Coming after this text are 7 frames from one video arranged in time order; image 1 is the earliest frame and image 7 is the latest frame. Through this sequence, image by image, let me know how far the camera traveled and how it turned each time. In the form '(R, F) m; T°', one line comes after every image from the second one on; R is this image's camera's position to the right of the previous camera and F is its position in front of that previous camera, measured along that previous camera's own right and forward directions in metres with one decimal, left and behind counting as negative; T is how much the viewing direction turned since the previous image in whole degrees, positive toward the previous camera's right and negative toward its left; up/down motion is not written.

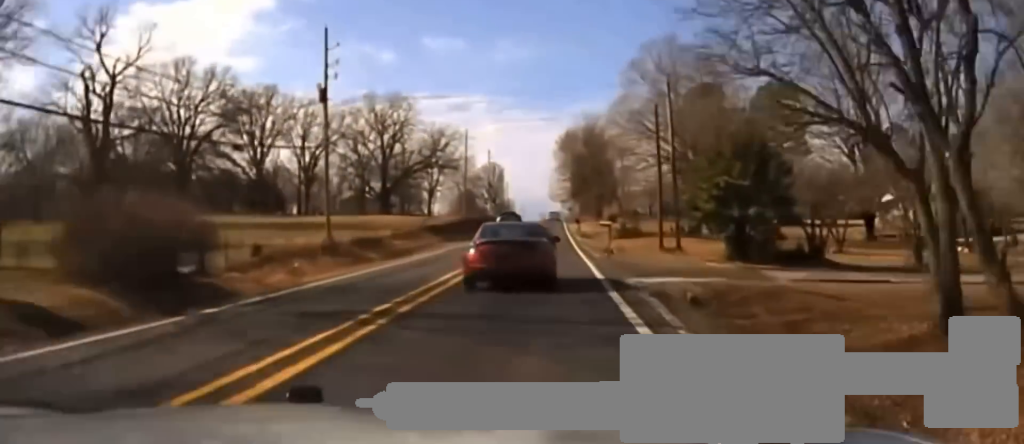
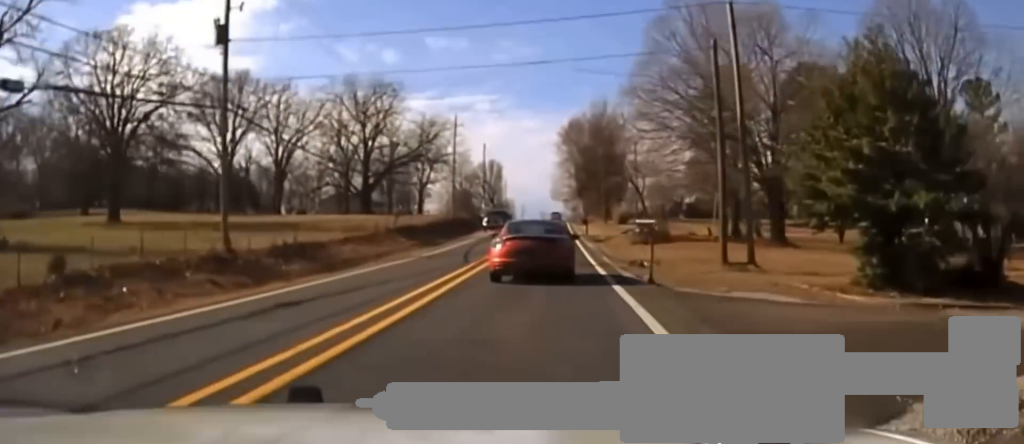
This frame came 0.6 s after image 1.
(-0.1, +12.8) m; -1°
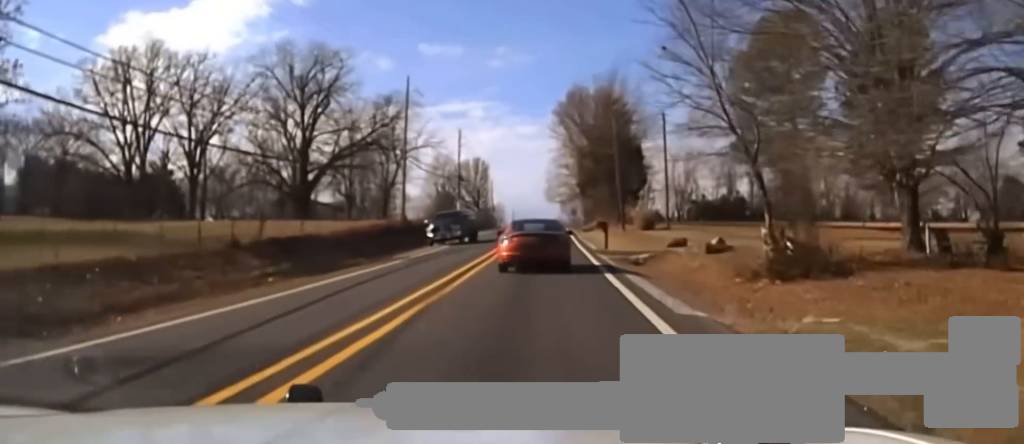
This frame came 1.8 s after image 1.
(-0.3, +23.0) m; -2°
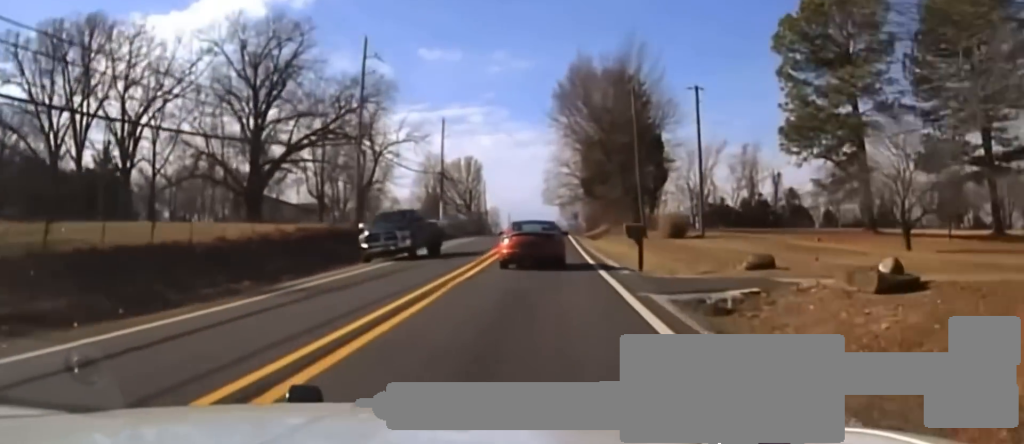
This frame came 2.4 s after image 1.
(-0.4, +11.0) m; 0°
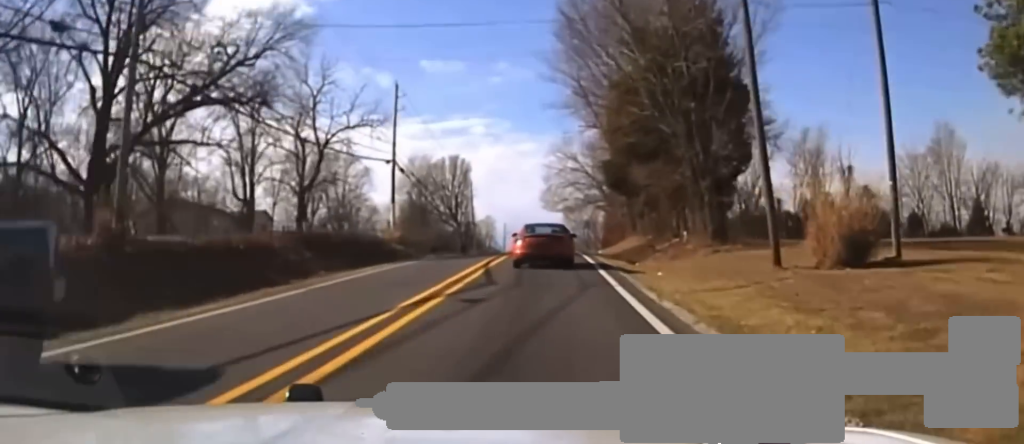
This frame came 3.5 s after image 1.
(+0.5, +21.5) m; +2°
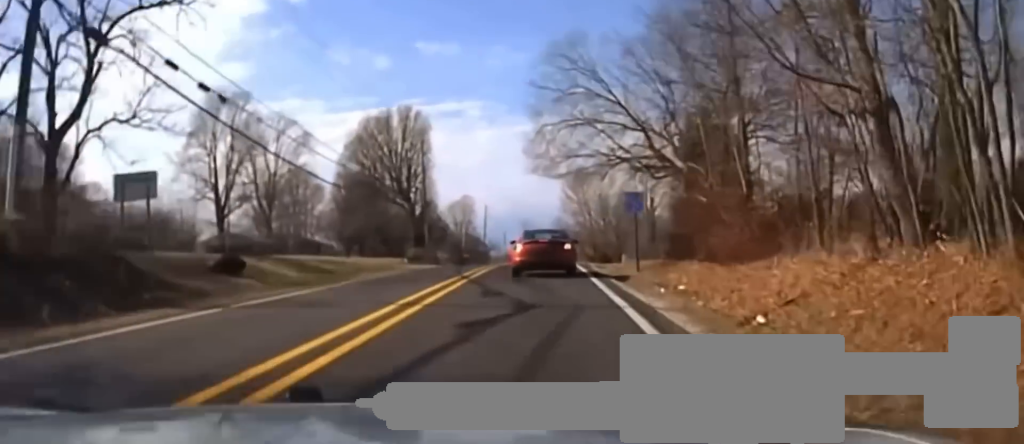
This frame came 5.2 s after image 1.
(+0.2, +36.4) m; +1°
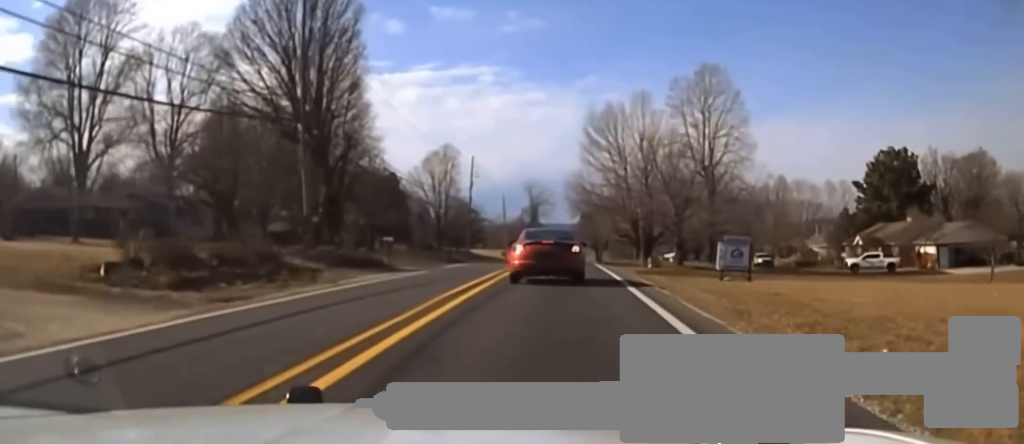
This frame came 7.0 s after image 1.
(+0.2, +43.3) m; 0°
